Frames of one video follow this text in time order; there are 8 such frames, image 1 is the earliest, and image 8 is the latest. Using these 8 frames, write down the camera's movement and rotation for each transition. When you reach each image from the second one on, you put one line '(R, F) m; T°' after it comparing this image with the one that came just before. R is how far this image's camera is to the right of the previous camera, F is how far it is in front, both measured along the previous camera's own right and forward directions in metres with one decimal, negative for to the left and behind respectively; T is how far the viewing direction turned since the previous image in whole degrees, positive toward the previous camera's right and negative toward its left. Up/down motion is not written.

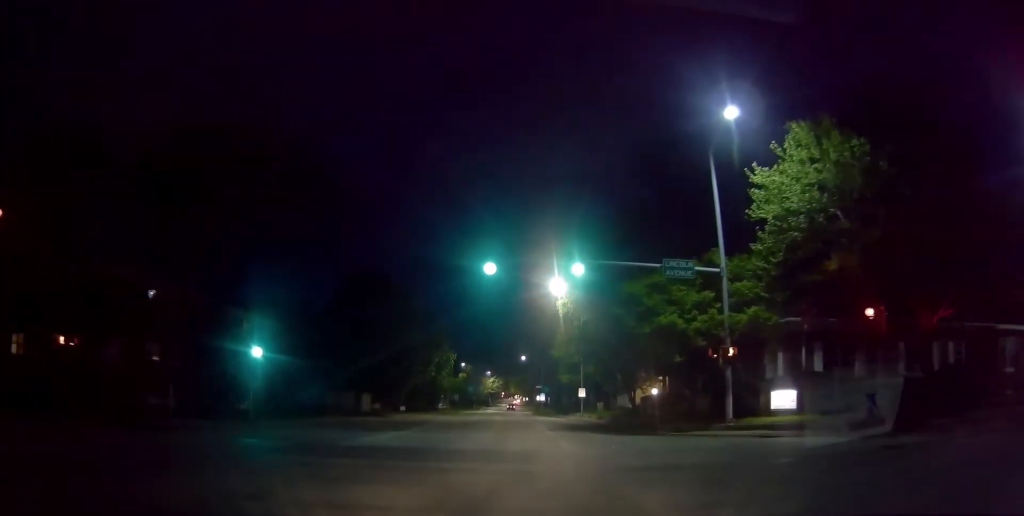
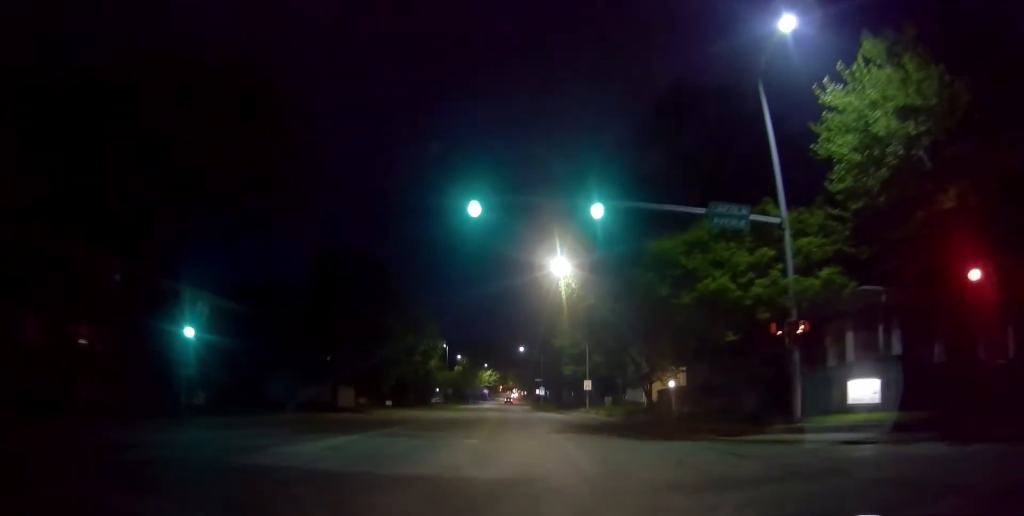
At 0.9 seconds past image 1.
(-0.2, +5.8) m; -3°
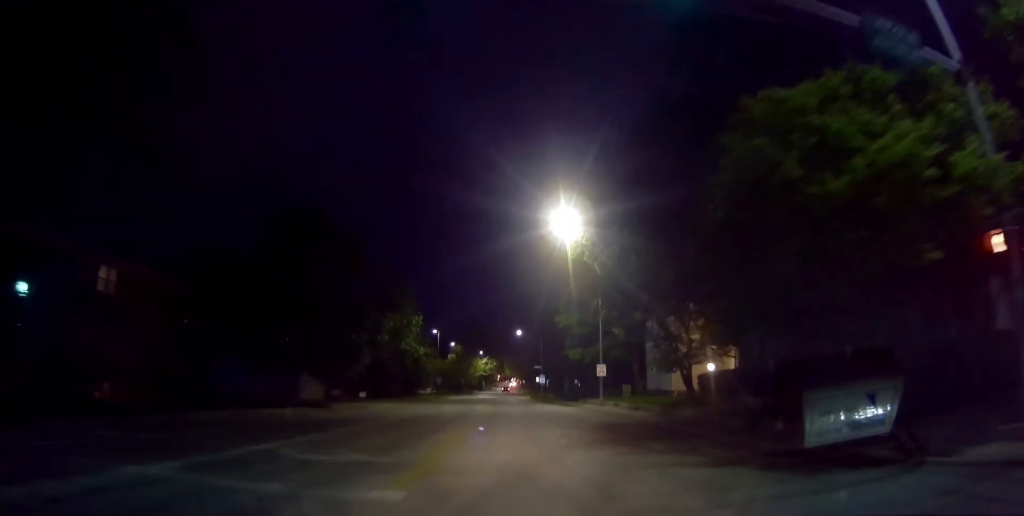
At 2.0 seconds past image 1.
(-0.3, +9.3) m; -3°
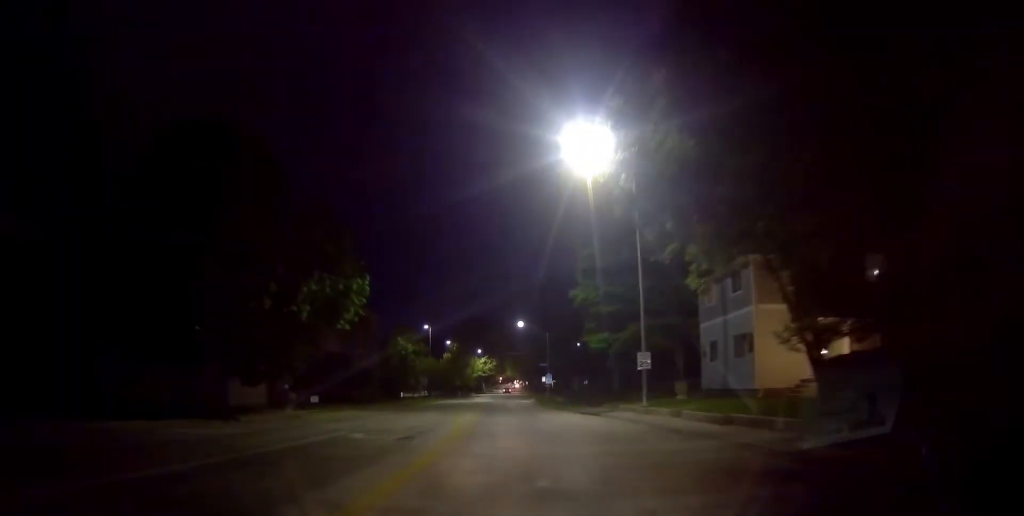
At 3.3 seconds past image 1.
(-0.2, +14.0) m; +1°
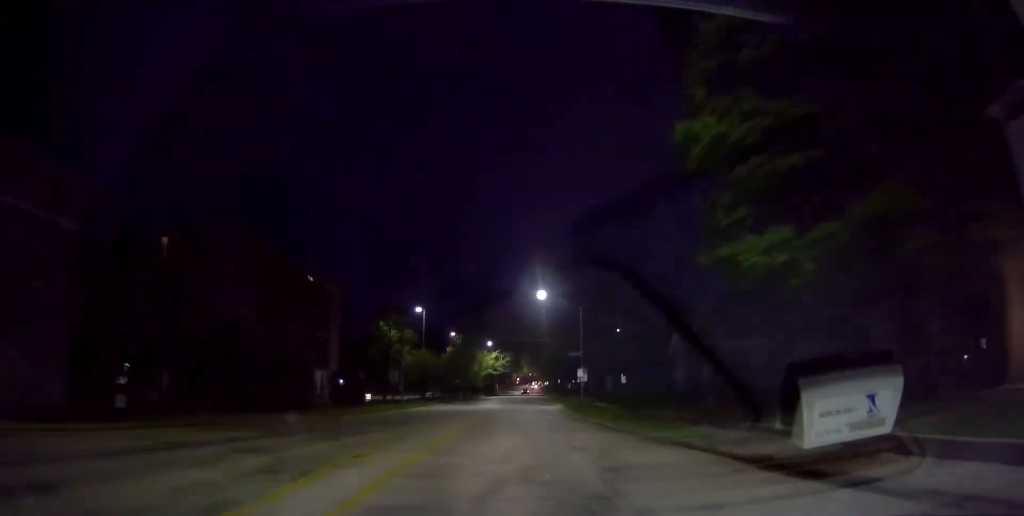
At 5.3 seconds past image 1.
(+0.8, +22.6) m; +2°
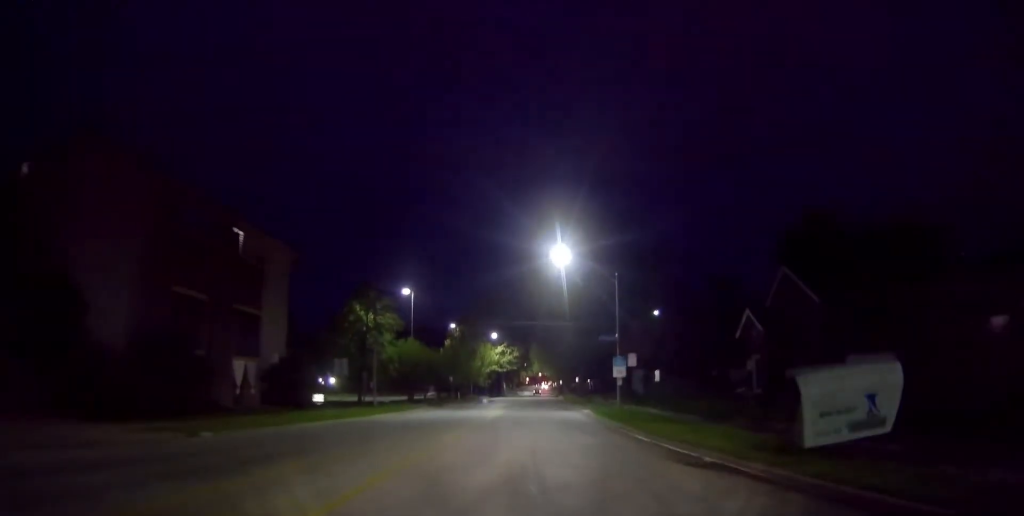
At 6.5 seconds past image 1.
(+0.1, +15.4) m; +1°
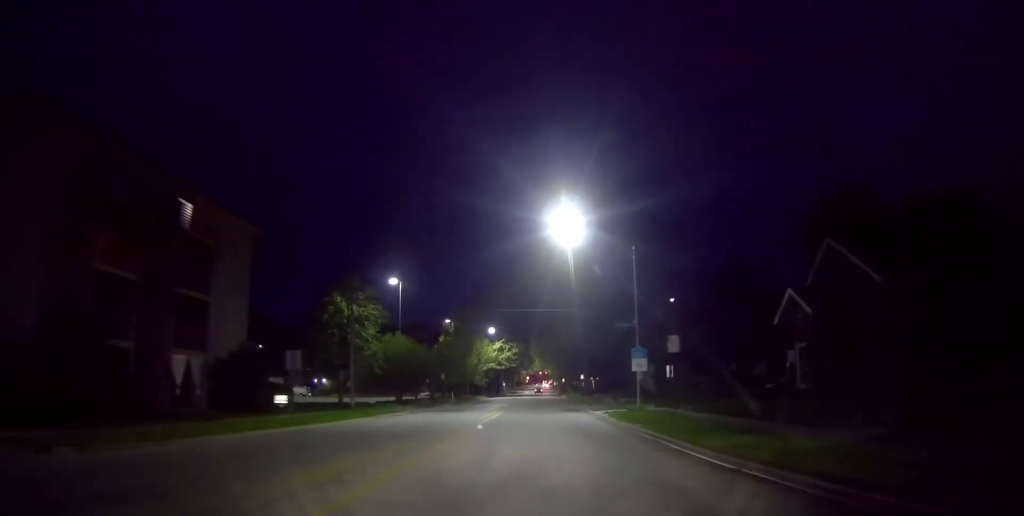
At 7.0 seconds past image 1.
(+0.1, +6.2) m; -1°
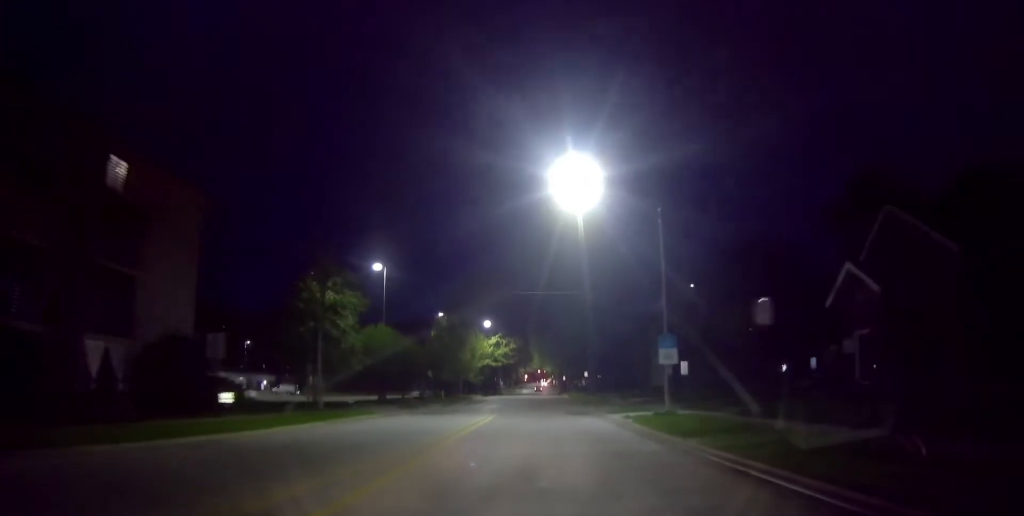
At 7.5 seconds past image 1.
(+0.1, +5.8) m; -1°
